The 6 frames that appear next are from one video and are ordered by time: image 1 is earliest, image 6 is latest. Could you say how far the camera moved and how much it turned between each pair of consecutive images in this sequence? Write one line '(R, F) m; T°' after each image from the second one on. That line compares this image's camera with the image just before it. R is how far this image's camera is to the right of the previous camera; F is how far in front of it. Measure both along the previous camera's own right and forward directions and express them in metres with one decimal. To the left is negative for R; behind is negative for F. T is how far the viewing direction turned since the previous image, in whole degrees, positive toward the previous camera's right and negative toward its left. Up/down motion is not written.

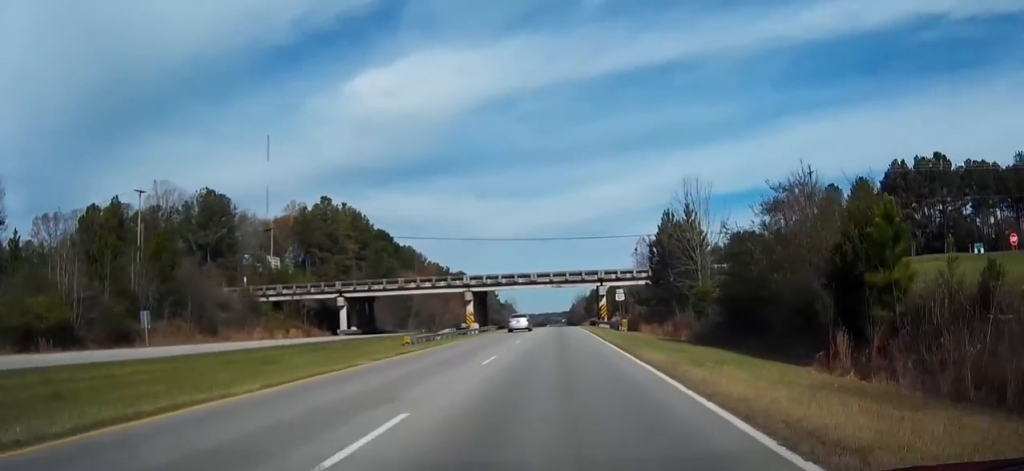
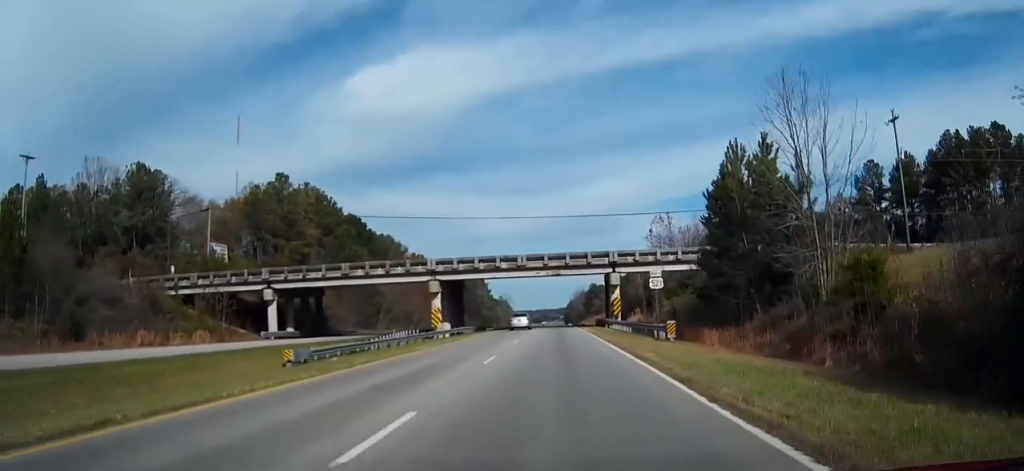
(-0.1, +24.4) m; 0°
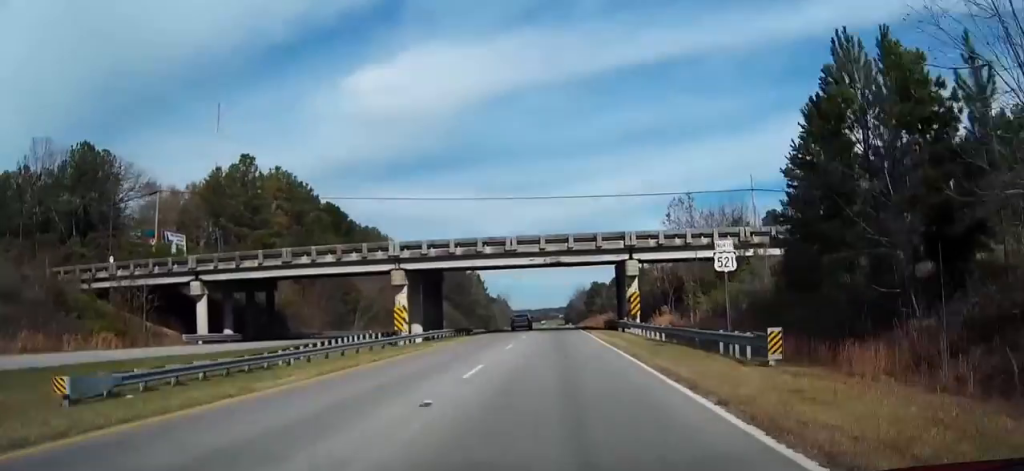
(+0.1, +16.0) m; 0°
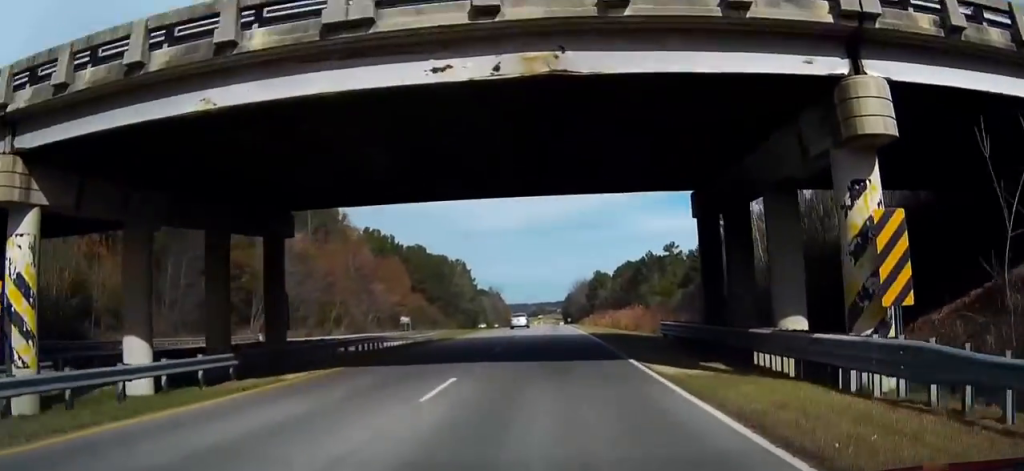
(+0.1, +41.8) m; 0°
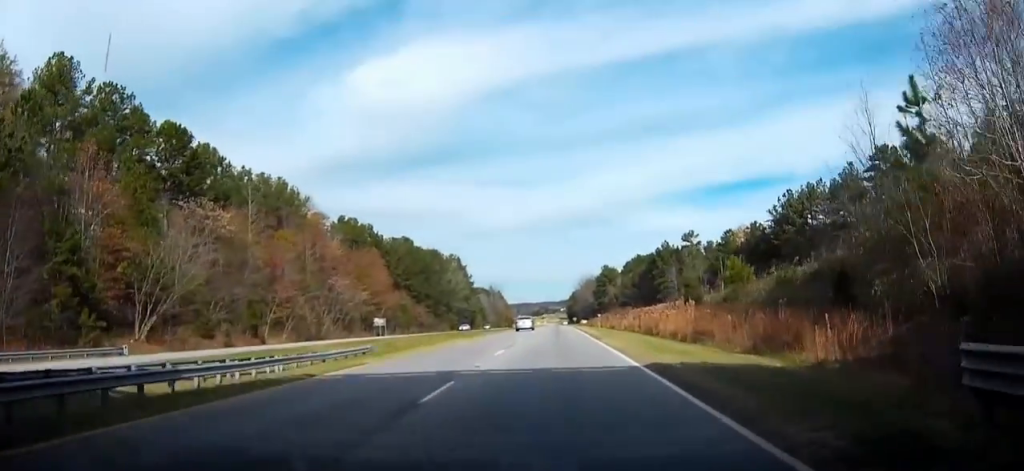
(+0.1, +24.9) m; 0°
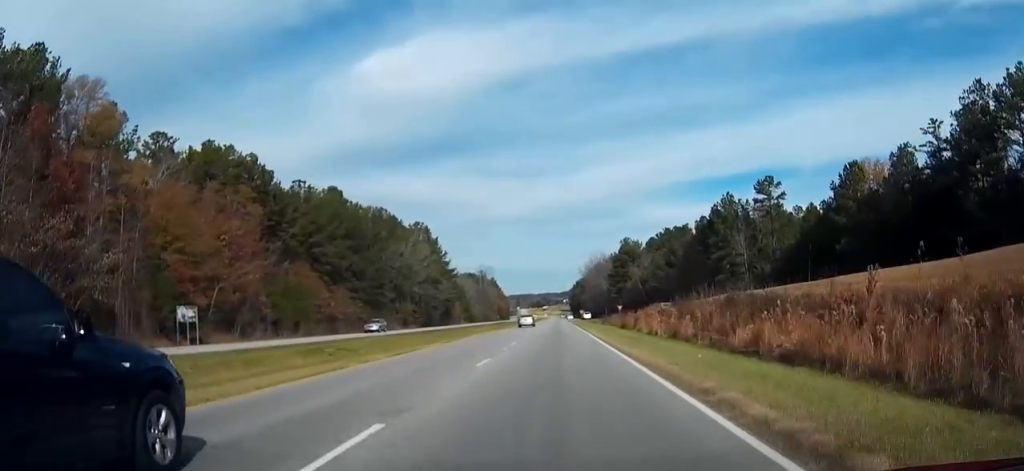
(-0.9, +67.4) m; -2°
